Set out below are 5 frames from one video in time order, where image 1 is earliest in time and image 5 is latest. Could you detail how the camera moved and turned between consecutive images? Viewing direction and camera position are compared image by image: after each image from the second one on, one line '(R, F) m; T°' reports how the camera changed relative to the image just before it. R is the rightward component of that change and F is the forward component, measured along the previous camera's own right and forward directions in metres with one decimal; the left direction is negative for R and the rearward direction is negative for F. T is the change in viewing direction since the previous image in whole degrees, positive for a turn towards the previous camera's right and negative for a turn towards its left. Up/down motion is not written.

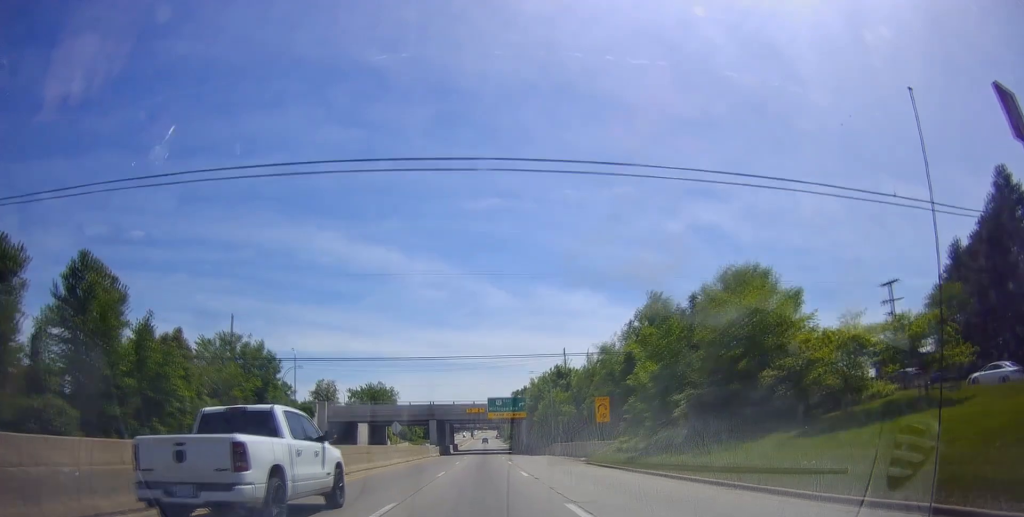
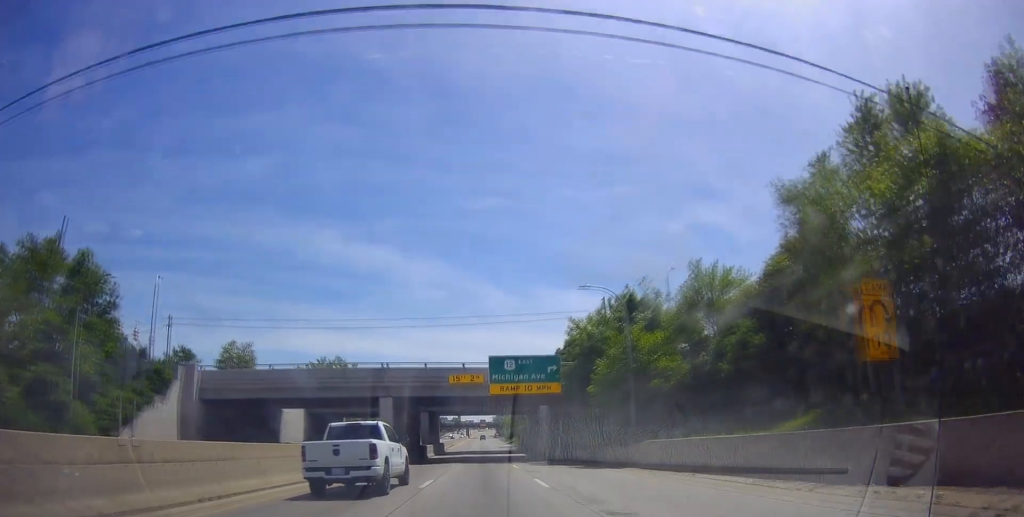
(-1.6, +30.9) m; -2°
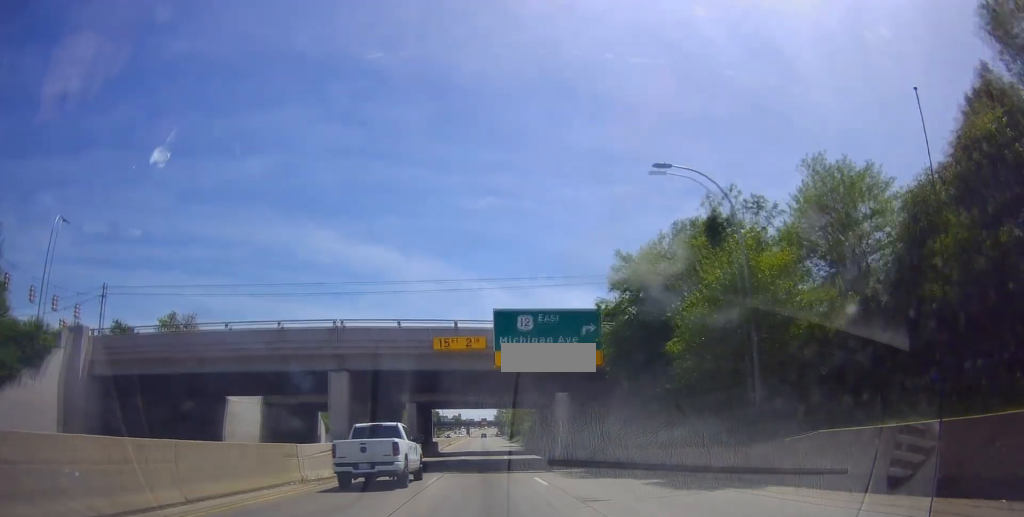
(+0.2, +12.5) m; 0°
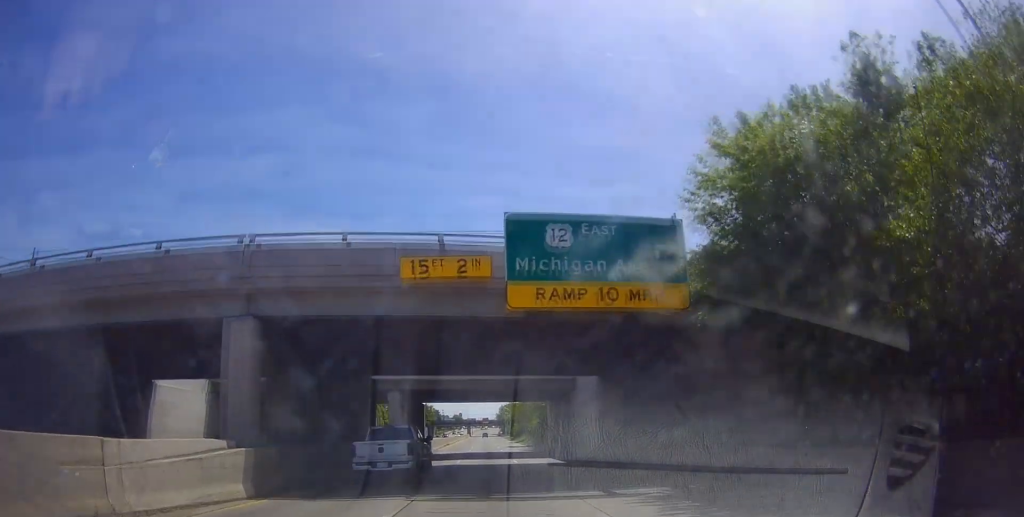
(-0.2, +10.8) m; -1°
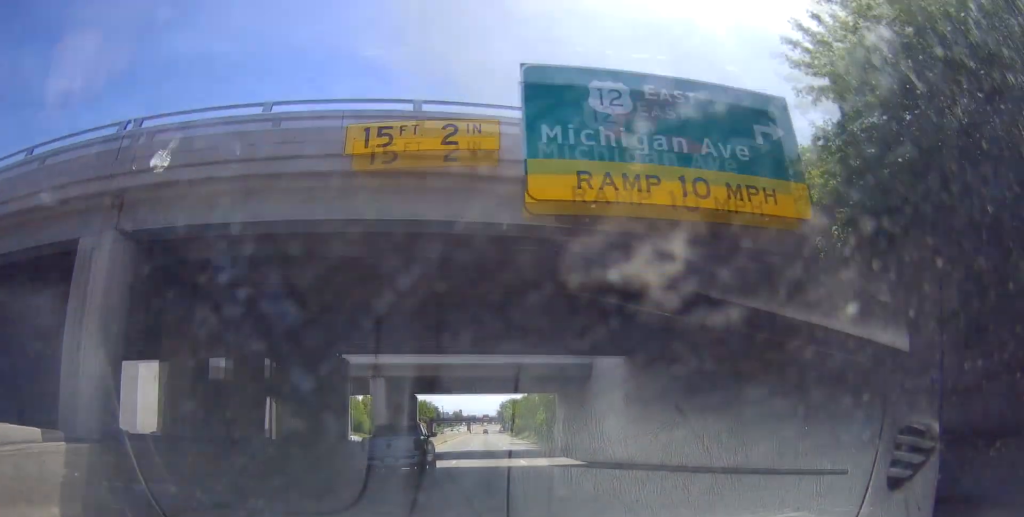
(0.0, +6.5) m; 0°
